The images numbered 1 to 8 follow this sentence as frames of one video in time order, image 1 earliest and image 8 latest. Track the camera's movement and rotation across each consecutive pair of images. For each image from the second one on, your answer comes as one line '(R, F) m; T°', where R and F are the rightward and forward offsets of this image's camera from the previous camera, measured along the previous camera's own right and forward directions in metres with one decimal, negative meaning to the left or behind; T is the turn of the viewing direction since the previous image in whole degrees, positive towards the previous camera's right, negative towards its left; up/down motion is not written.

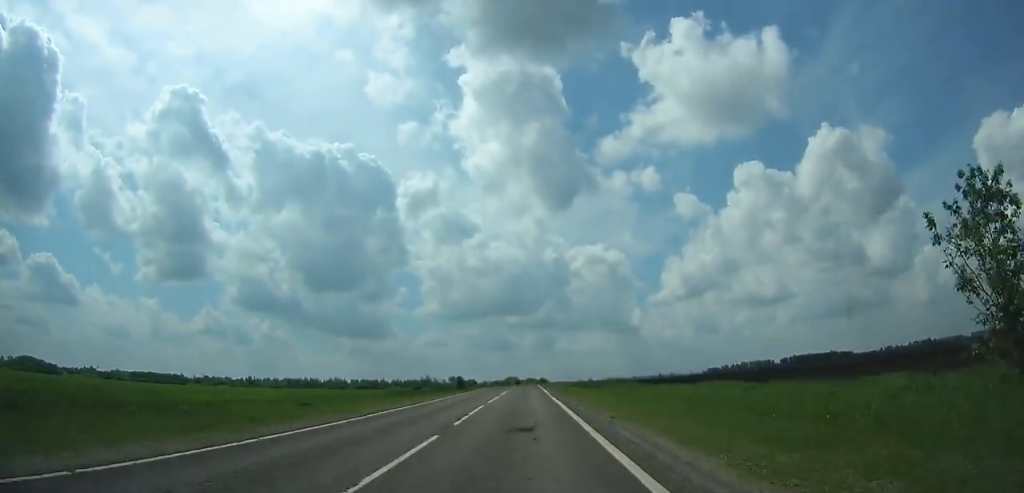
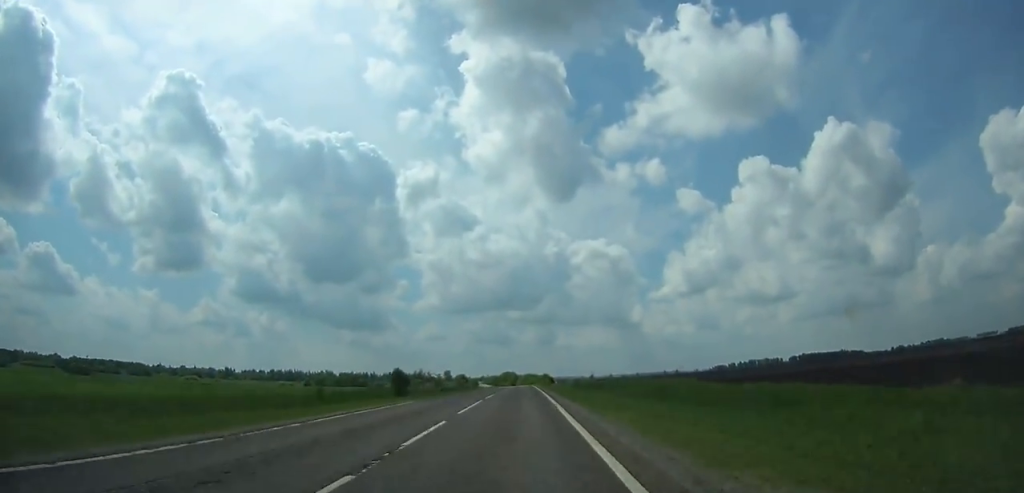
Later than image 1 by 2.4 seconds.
(-0.1, +59.7) m; 0°
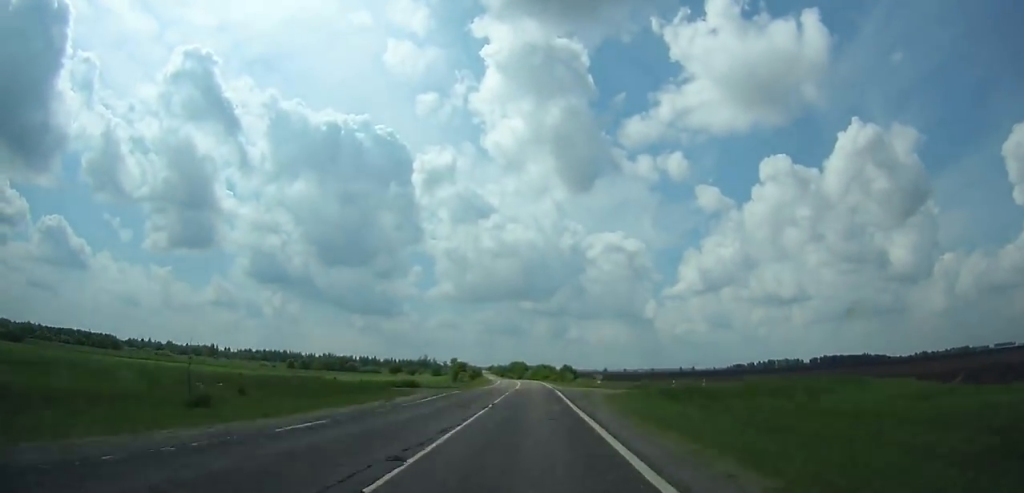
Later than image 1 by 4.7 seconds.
(-0.2, +57.2) m; -1°
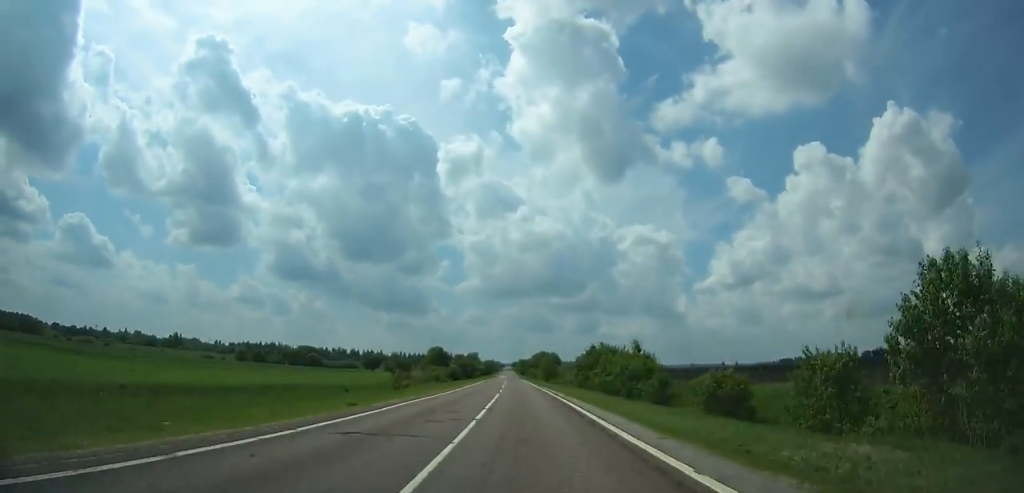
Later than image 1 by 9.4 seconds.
(-2.0, +117.5) m; -3°
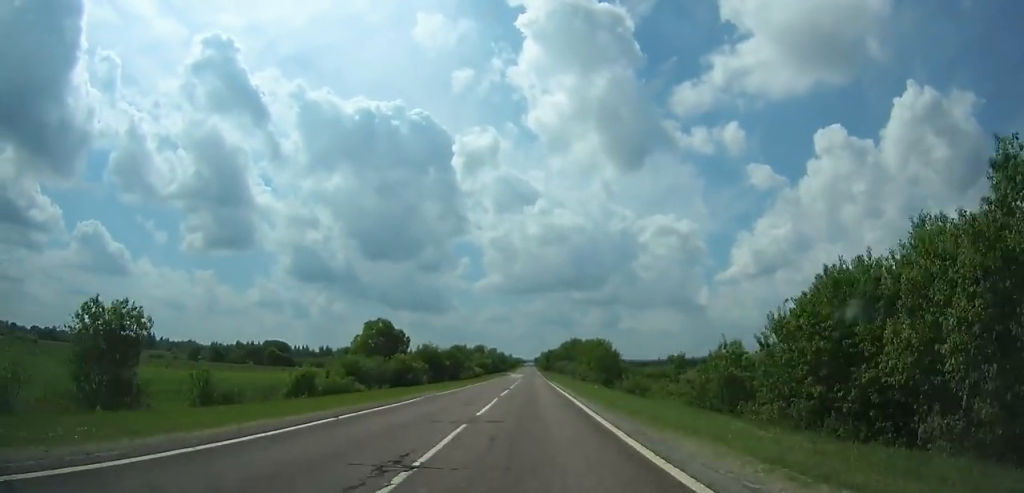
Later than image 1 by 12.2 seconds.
(-1.4, +70.8) m; -1°
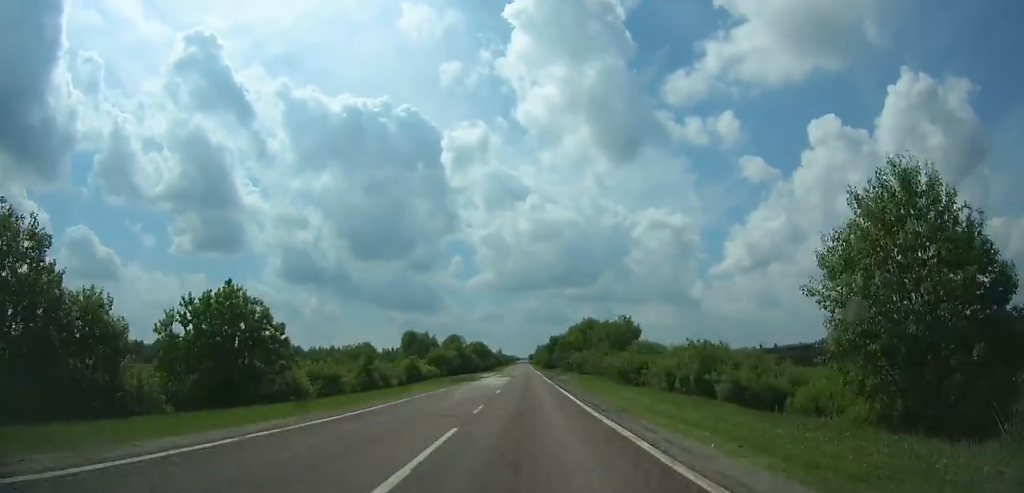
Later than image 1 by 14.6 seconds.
(-0.1, +60.8) m; 0°
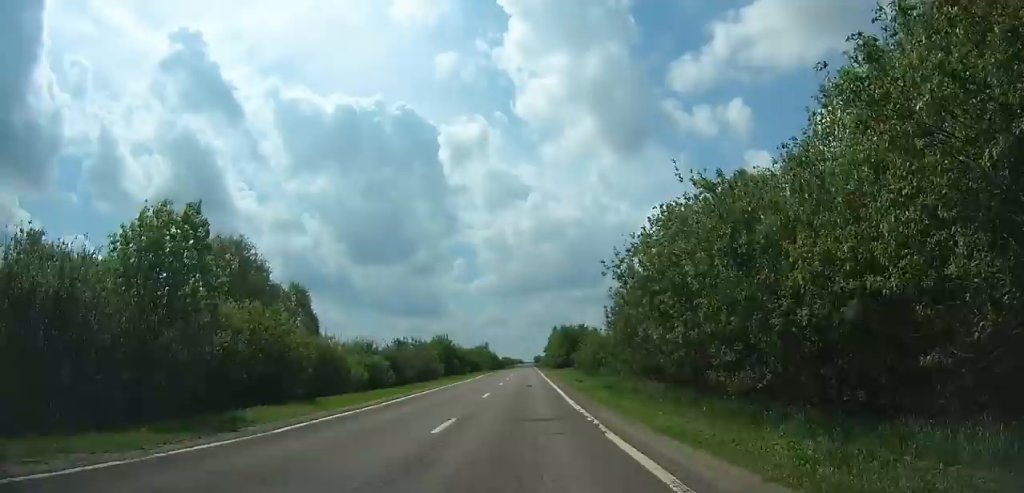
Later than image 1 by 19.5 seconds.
(-0.2, +123.0) m; 0°
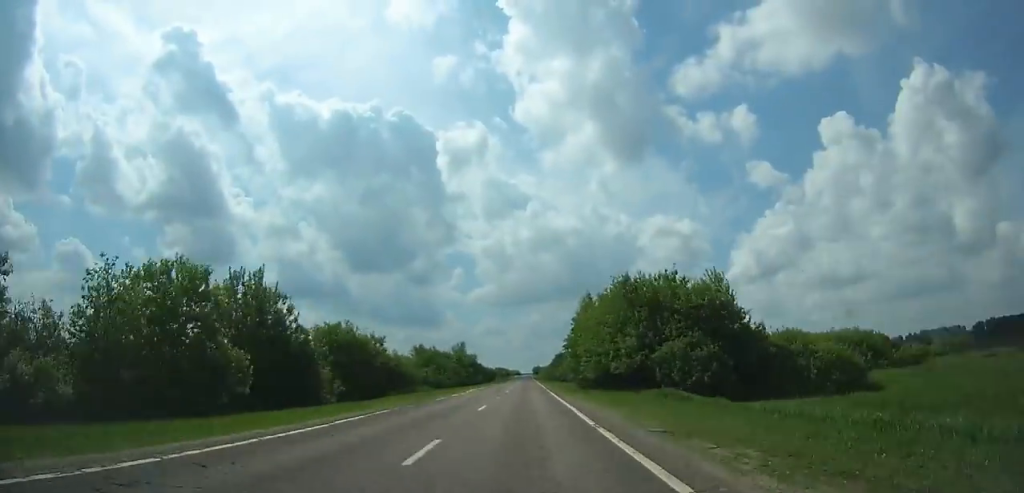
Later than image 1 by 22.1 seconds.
(0.0, +64.4) m; 0°
